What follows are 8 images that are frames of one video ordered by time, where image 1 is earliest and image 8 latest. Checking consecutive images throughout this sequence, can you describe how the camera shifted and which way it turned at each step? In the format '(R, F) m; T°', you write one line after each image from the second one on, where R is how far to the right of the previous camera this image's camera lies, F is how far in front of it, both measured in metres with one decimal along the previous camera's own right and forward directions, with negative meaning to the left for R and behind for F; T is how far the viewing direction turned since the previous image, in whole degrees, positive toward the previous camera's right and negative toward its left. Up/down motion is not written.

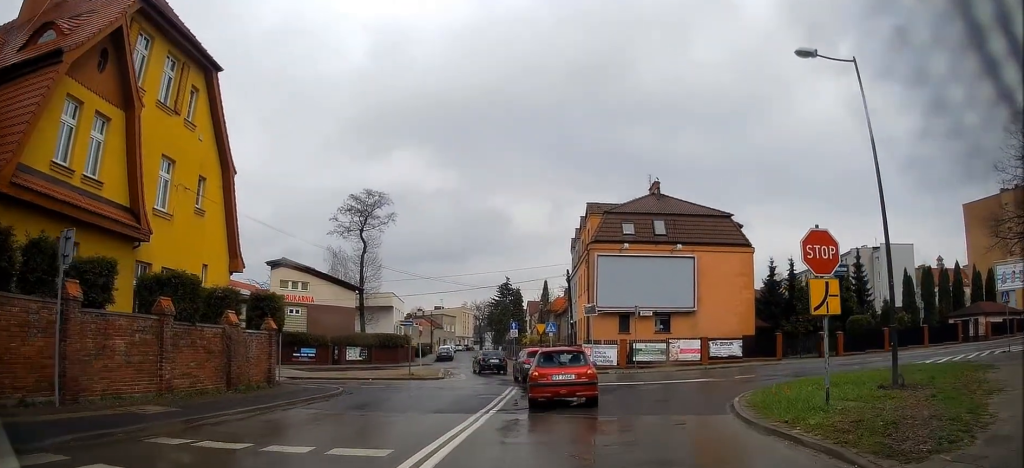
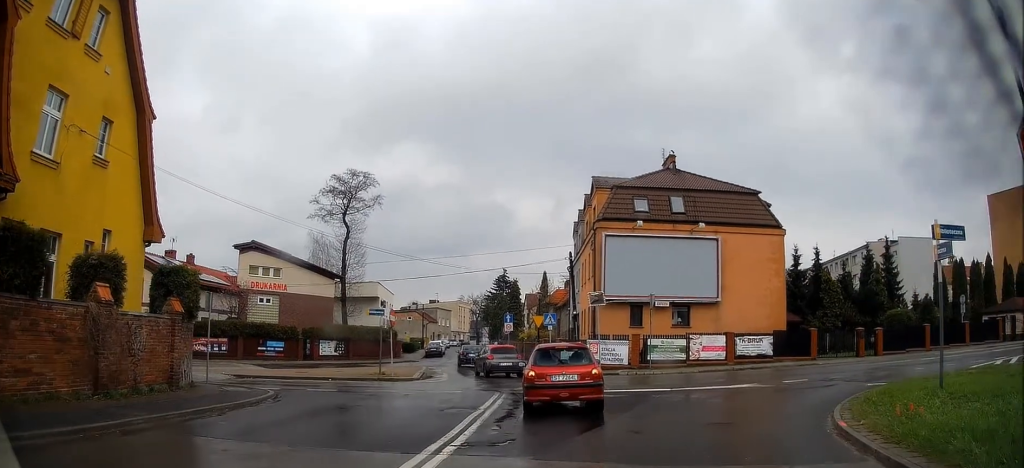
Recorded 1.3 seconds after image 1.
(+0.1, +4.7) m; +2°
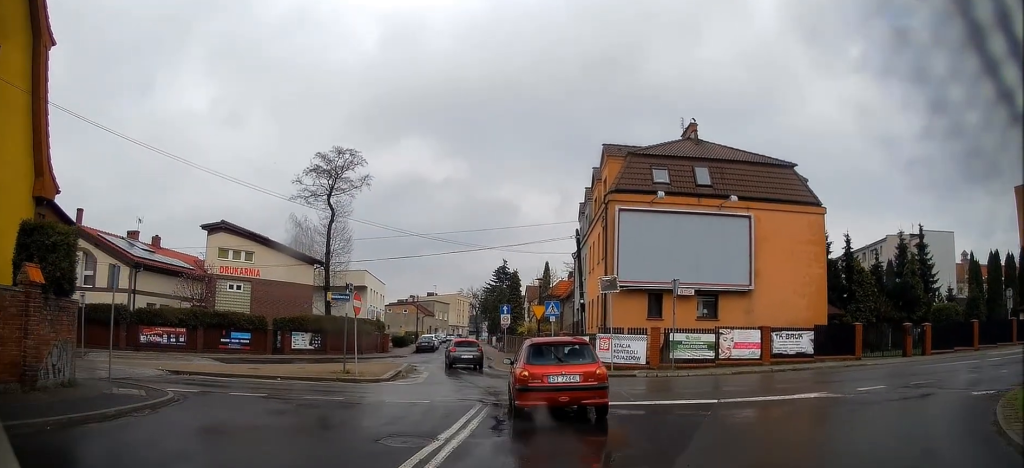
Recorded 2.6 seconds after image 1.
(-0.2, +4.9) m; -6°
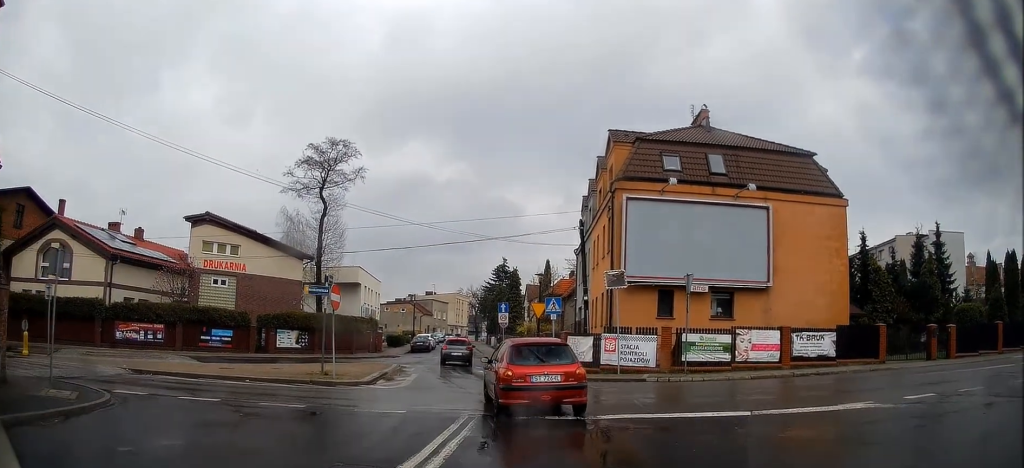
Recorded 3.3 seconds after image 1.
(-0.2, +2.5) m; -2°
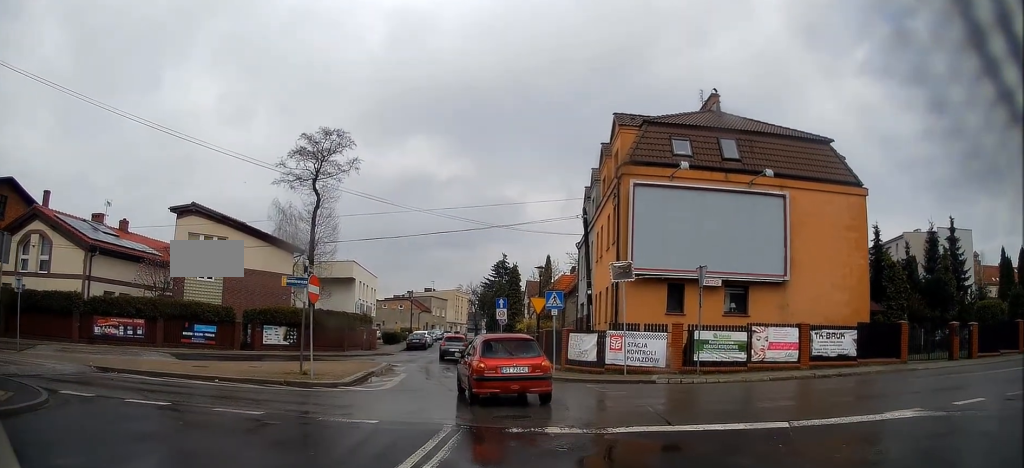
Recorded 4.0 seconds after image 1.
(+0.1, +1.9) m; +2°
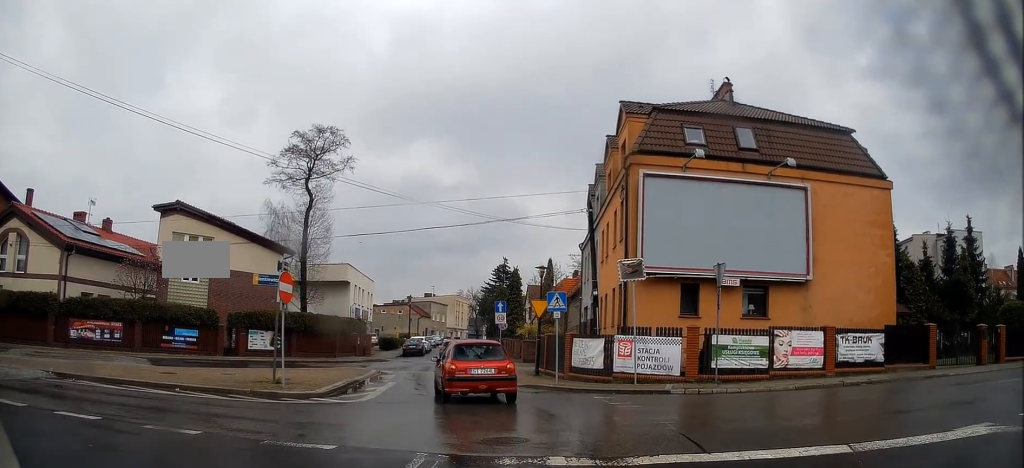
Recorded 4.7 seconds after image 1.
(0.0, +1.9) m; +2°
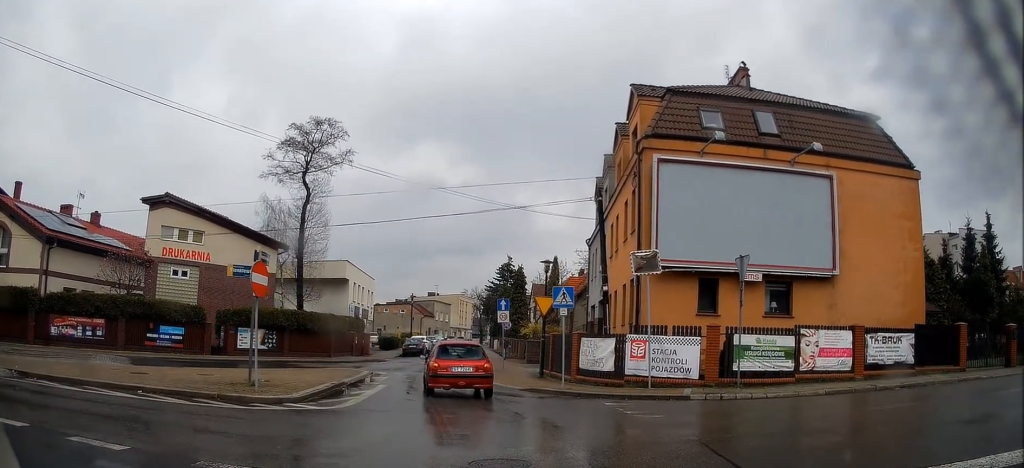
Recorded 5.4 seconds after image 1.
(0.0, +1.5) m; +2°
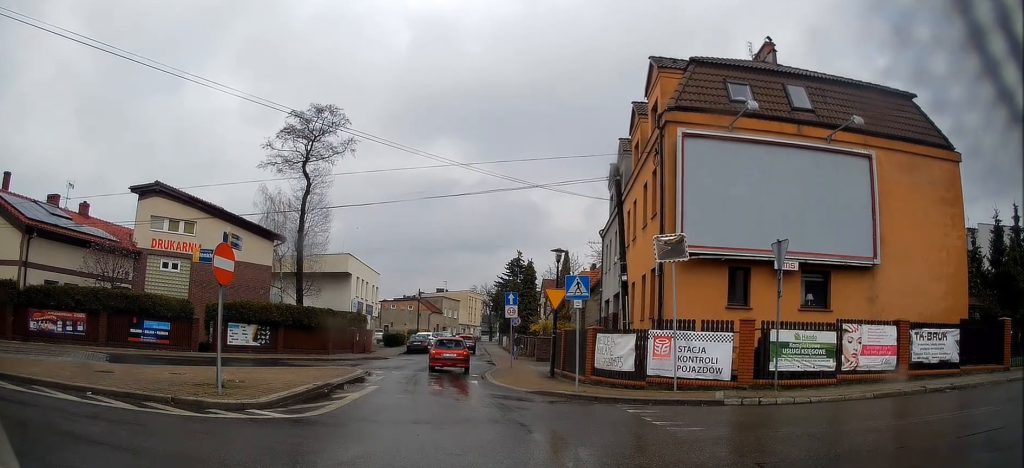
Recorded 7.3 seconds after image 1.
(-0.1, +2.5) m; 0°
